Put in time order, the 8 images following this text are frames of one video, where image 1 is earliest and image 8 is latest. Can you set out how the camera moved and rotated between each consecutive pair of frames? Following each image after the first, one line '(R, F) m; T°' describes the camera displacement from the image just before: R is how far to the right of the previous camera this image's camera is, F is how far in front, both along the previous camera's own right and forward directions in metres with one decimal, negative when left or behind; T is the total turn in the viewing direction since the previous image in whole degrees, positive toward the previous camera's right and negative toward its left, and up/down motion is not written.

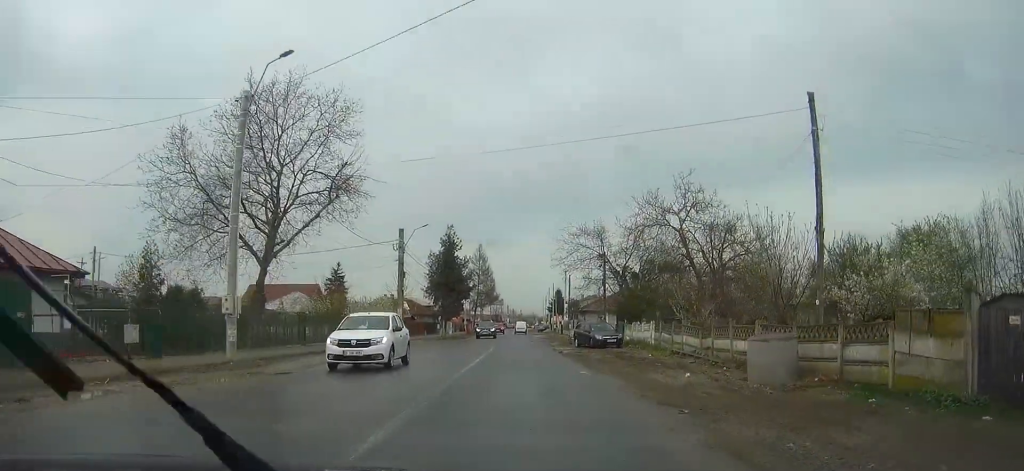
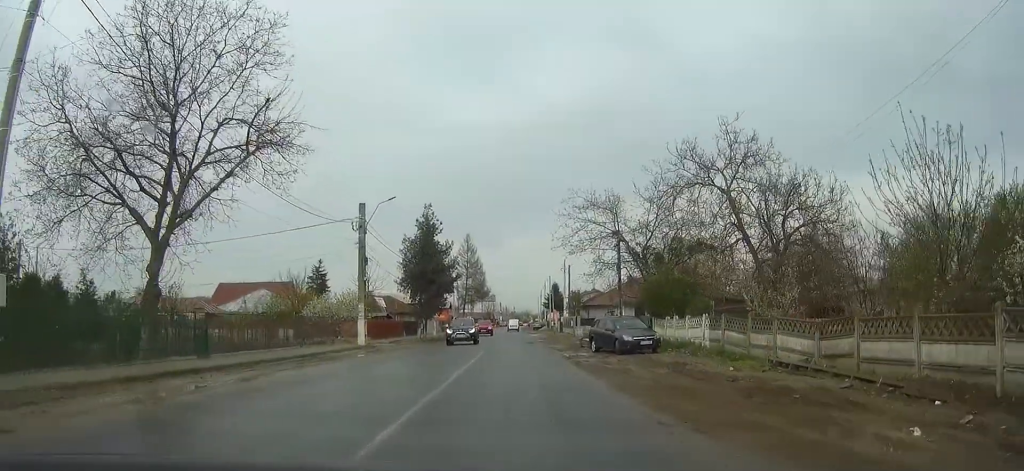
(+0.2, +11.4) m; +1°
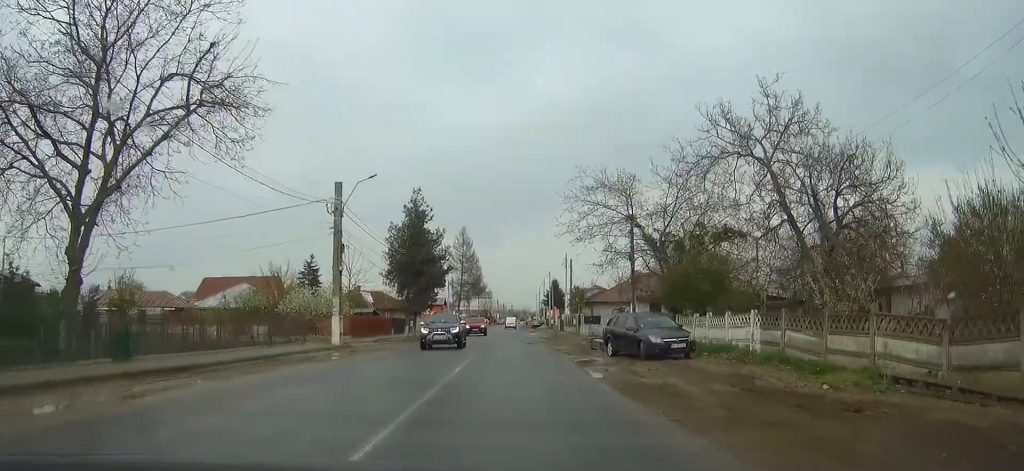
(0.0, +5.6) m; +1°
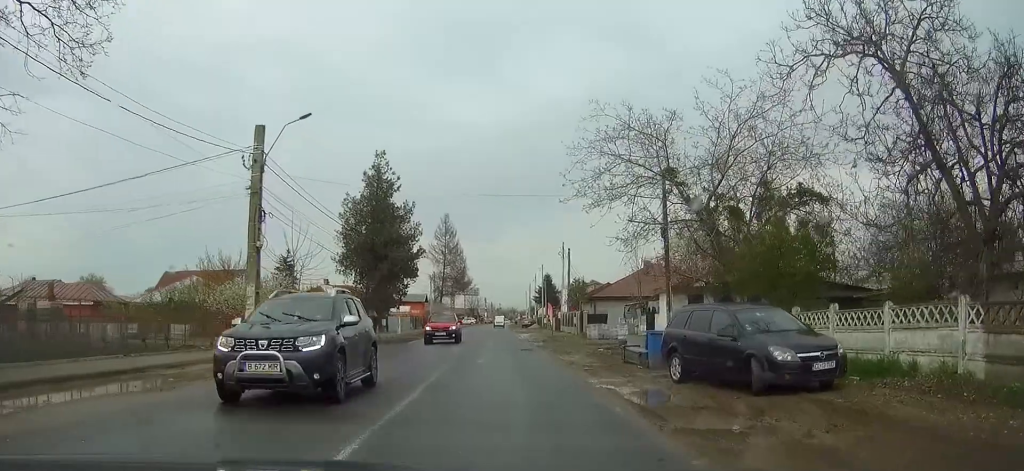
(+0.2, +11.4) m; +1°
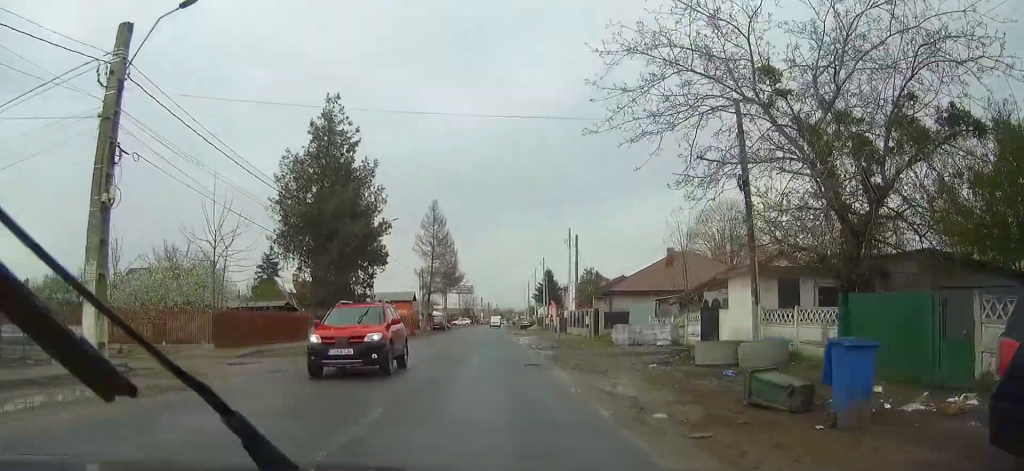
(+0.1, +11.1) m; -1°
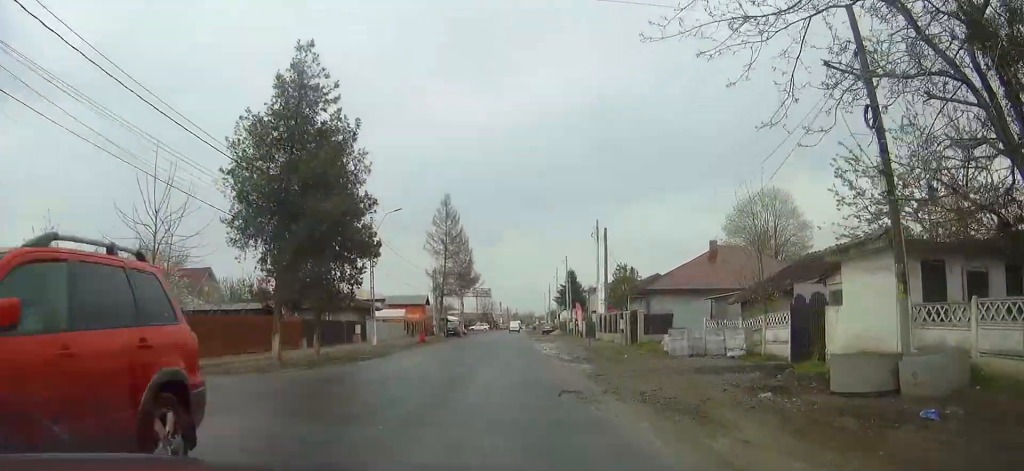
(0.0, +7.0) m; -1°
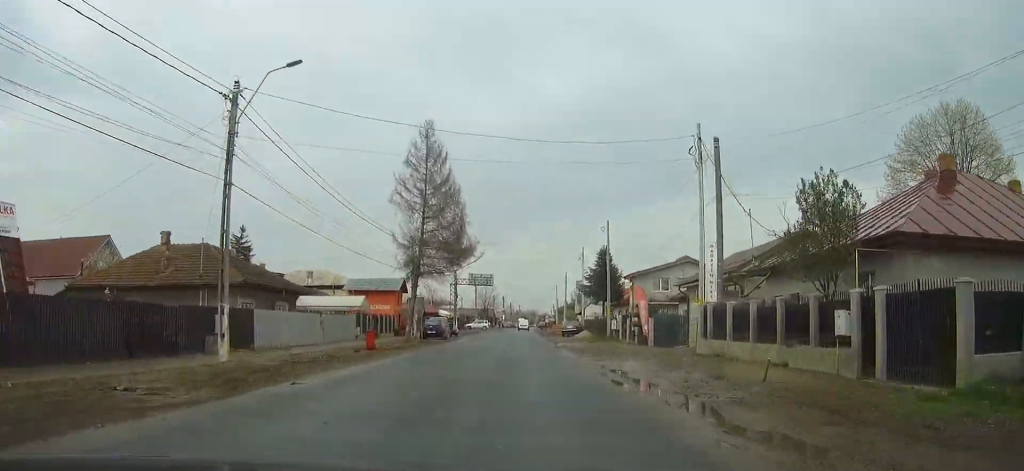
(-0.5, +26.4) m; 0°
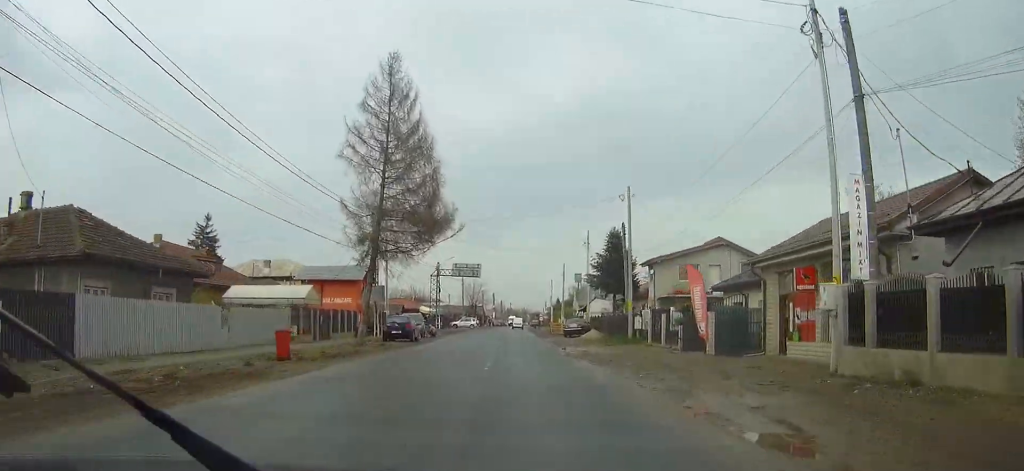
(+0.2, +12.1) m; +1°
